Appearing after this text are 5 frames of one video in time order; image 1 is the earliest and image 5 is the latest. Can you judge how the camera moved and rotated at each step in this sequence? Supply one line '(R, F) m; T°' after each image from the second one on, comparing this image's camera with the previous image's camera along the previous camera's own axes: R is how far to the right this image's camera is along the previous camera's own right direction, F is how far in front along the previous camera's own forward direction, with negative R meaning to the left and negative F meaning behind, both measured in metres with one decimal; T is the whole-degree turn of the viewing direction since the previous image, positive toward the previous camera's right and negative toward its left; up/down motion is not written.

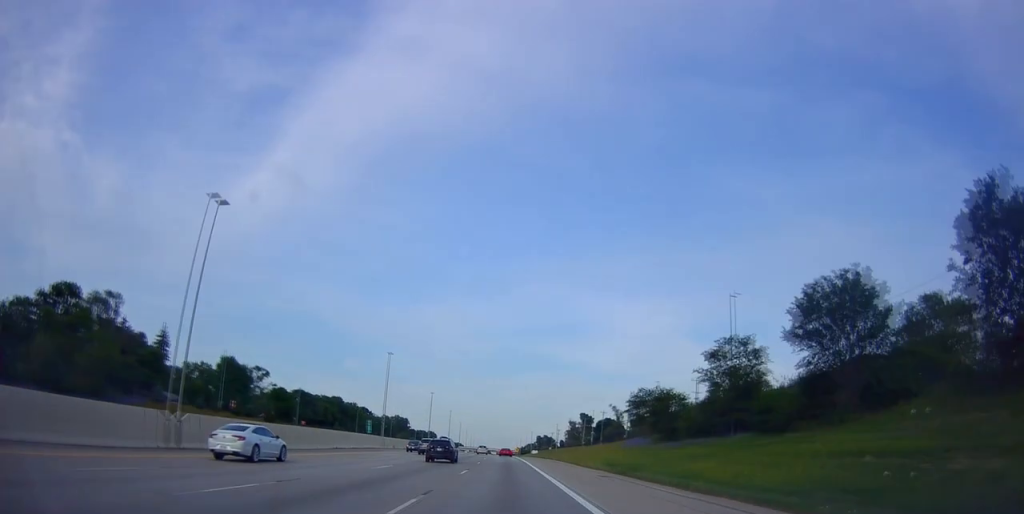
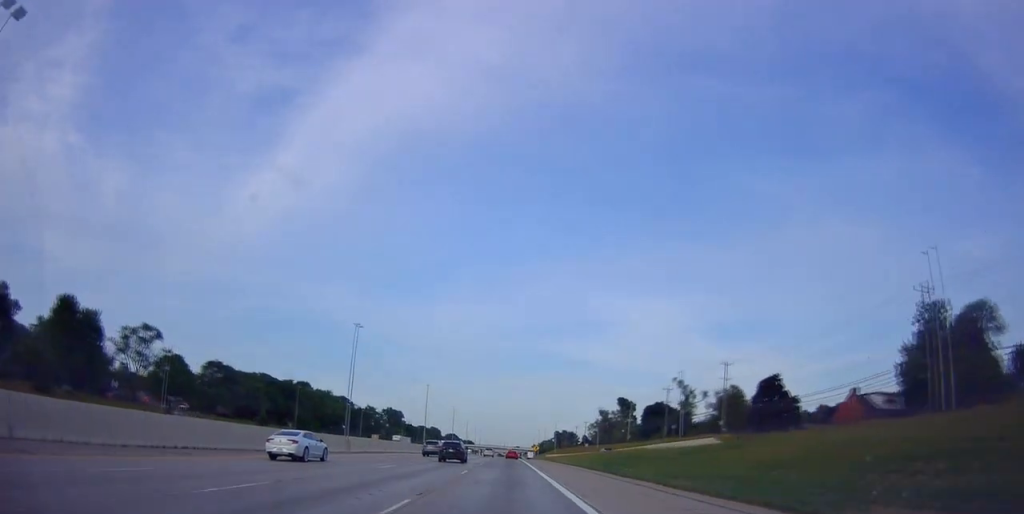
(-0.9, +77.2) m; -2°
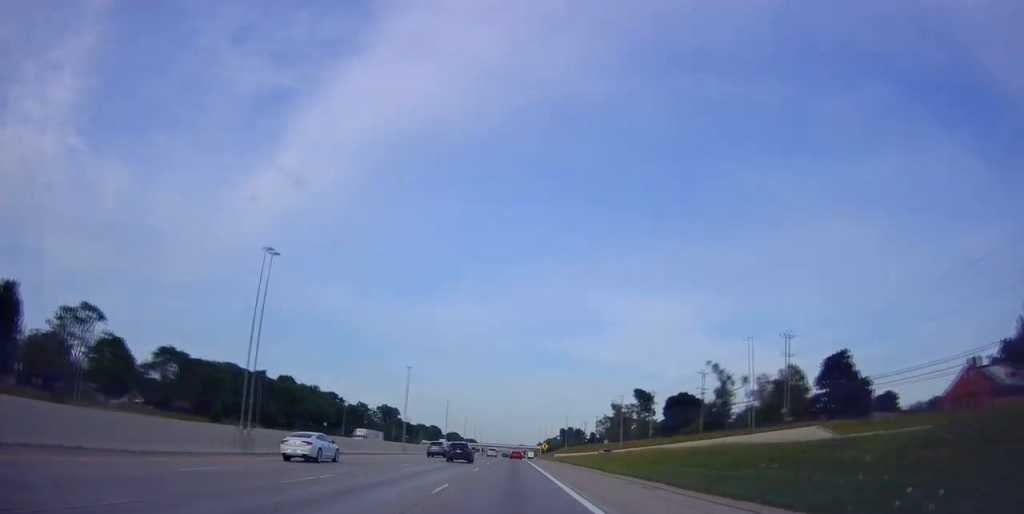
(-0.1, +25.5) m; 0°
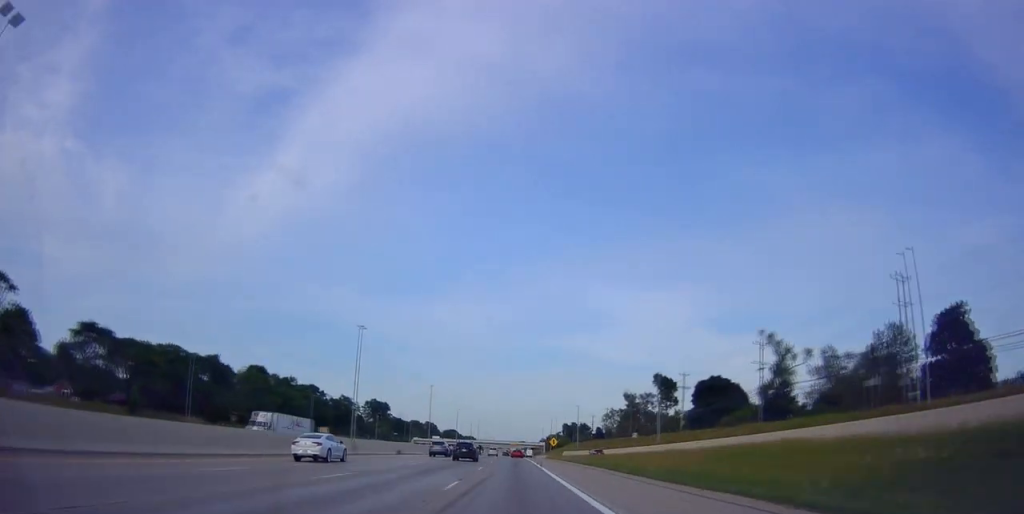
(0.0, +30.0) m; 0°
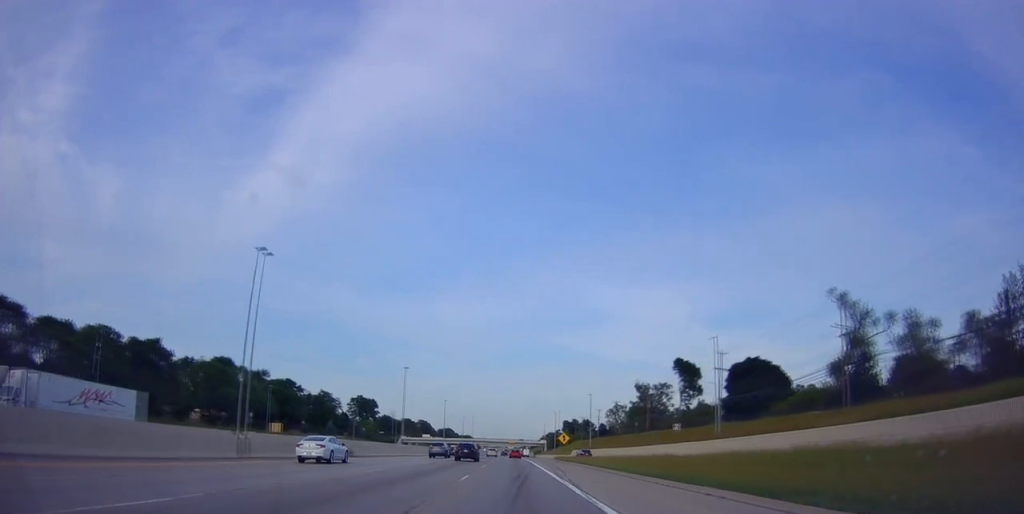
(0.0, +26.3) m; 0°
